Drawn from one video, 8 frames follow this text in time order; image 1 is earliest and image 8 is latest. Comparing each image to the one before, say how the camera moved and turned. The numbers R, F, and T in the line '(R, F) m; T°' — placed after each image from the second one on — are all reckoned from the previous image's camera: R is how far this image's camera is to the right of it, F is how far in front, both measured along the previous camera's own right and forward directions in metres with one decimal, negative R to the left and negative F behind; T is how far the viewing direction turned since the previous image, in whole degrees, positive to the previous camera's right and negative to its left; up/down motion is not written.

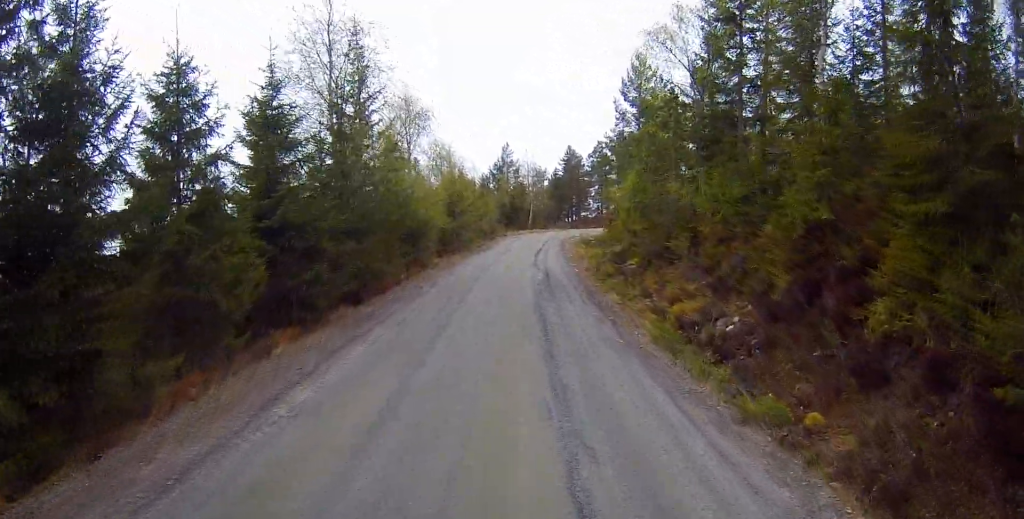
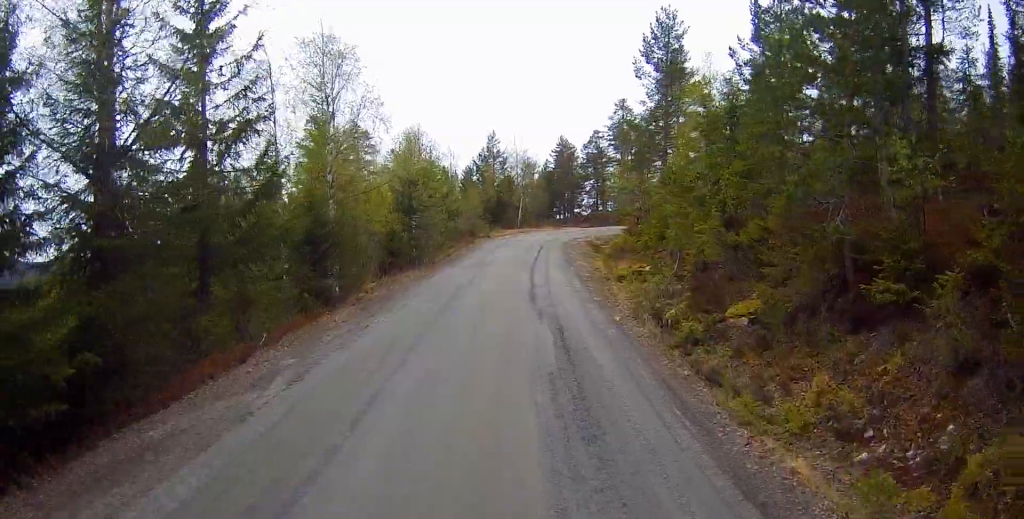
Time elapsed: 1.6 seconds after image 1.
(+0.4, +10.9) m; +1°
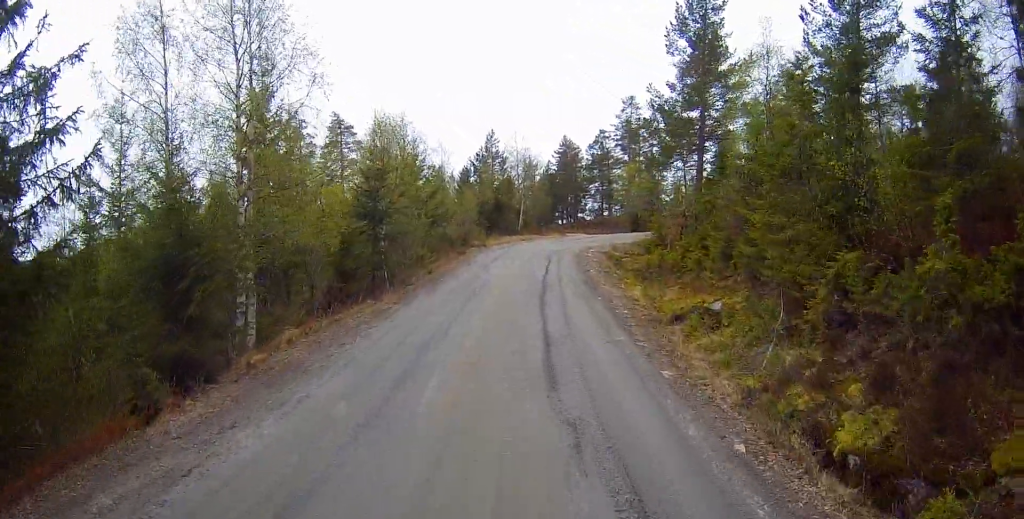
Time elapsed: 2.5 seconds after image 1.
(-0.1, +6.5) m; -1°
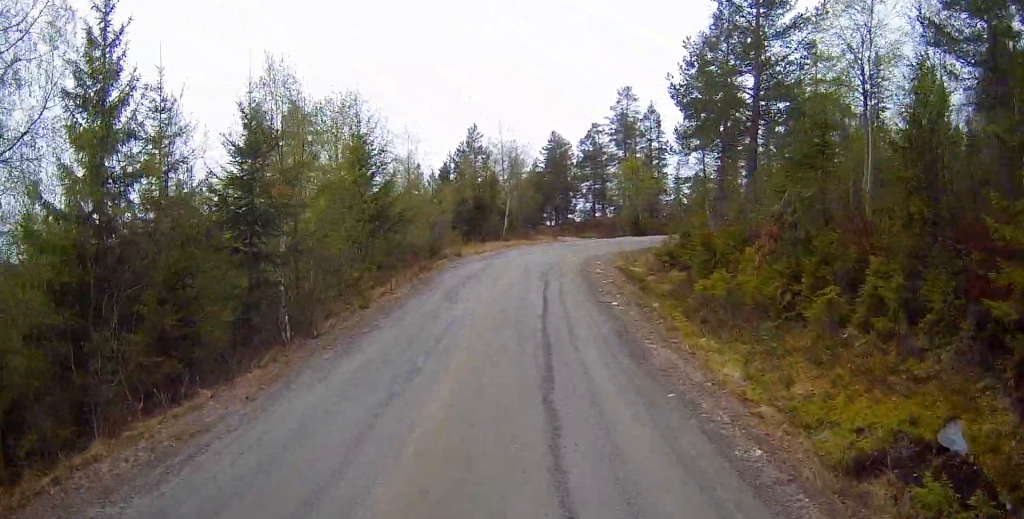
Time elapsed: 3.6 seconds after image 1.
(0.0, +7.9) m; +1°
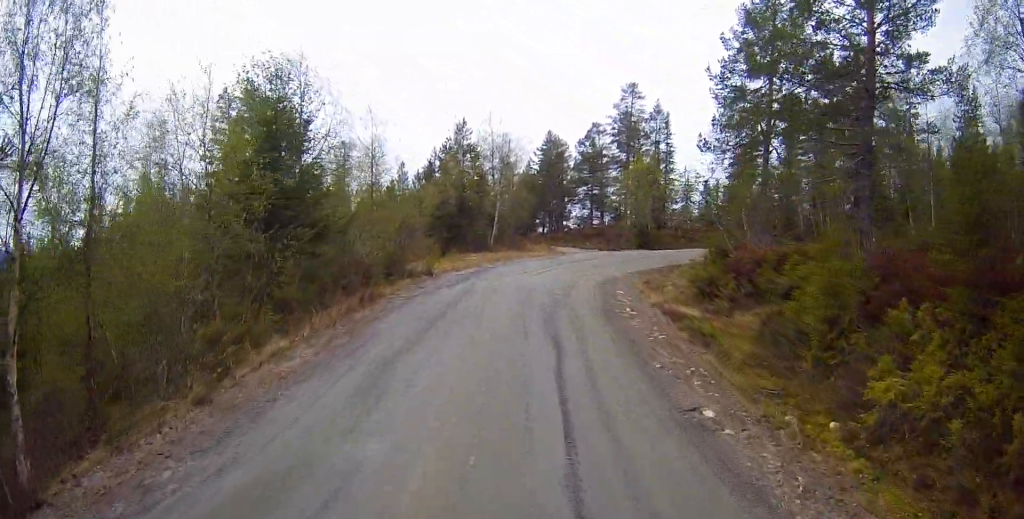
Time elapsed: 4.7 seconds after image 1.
(+0.2, +7.6) m; +1°
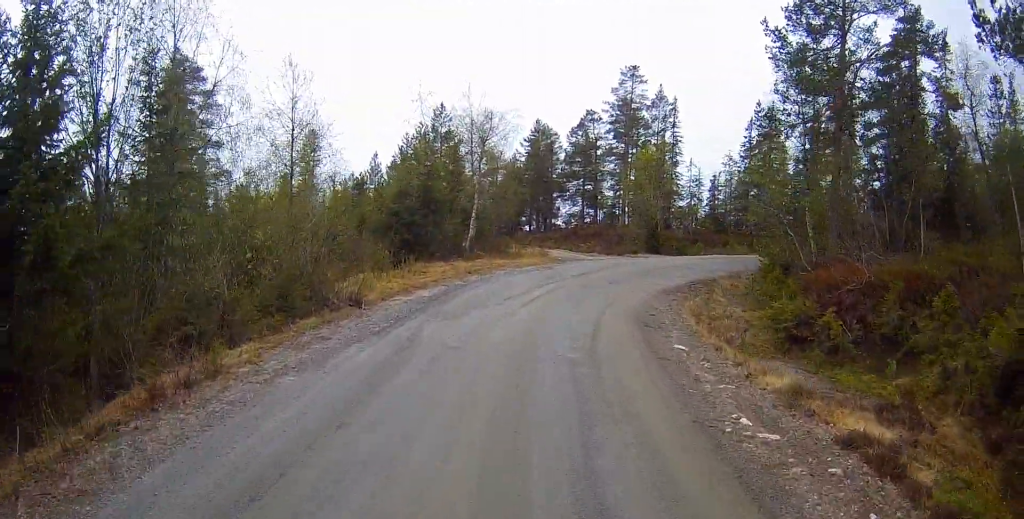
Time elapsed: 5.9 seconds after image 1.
(-0.1, +8.7) m; +2°
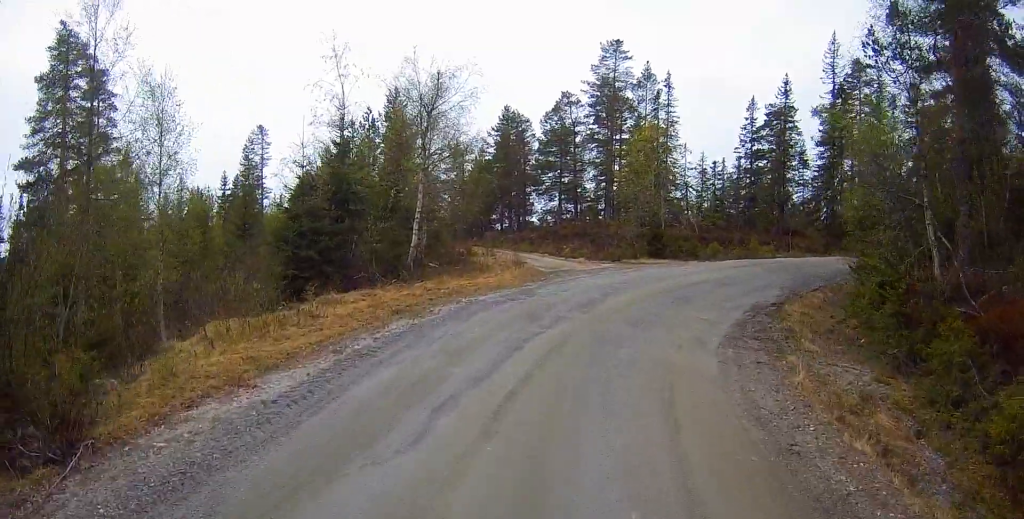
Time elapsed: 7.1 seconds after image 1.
(+0.5, +9.0) m; +2°
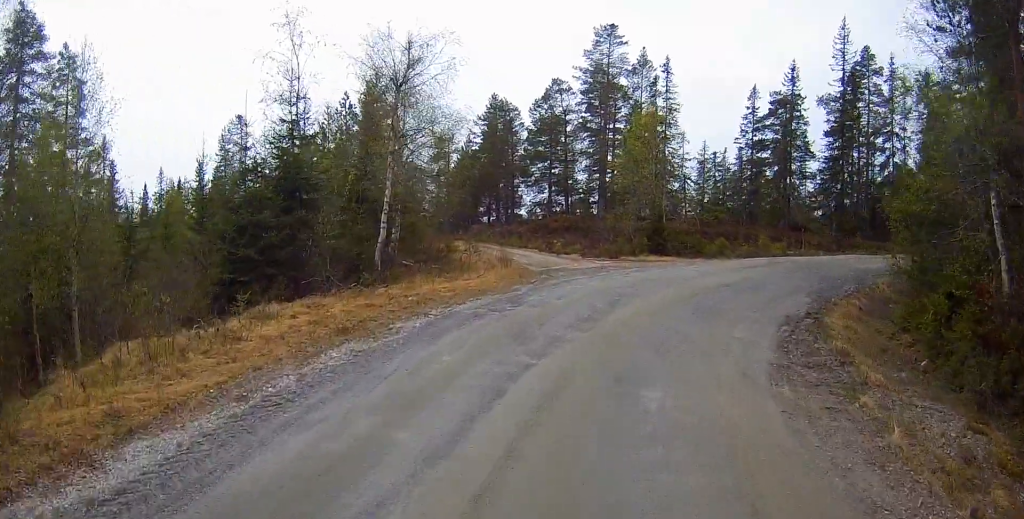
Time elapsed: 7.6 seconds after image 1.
(-0.1, +3.1) m; 0°
